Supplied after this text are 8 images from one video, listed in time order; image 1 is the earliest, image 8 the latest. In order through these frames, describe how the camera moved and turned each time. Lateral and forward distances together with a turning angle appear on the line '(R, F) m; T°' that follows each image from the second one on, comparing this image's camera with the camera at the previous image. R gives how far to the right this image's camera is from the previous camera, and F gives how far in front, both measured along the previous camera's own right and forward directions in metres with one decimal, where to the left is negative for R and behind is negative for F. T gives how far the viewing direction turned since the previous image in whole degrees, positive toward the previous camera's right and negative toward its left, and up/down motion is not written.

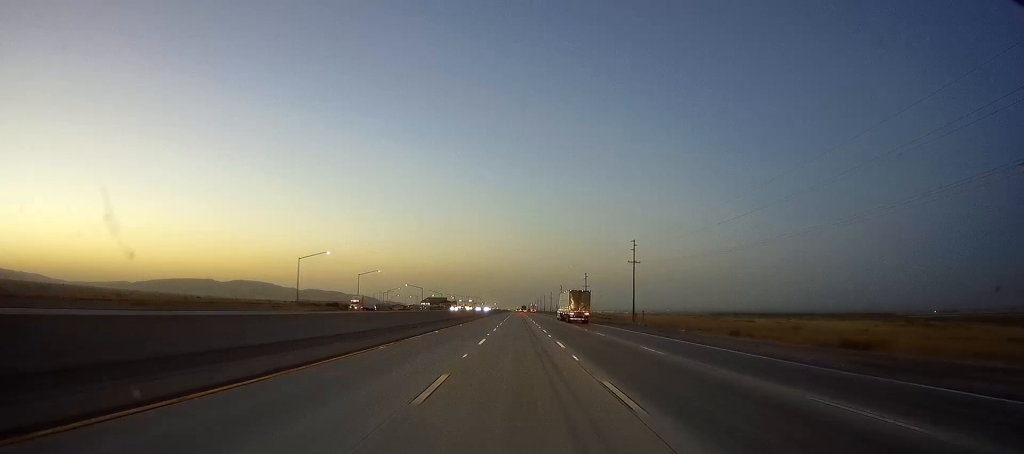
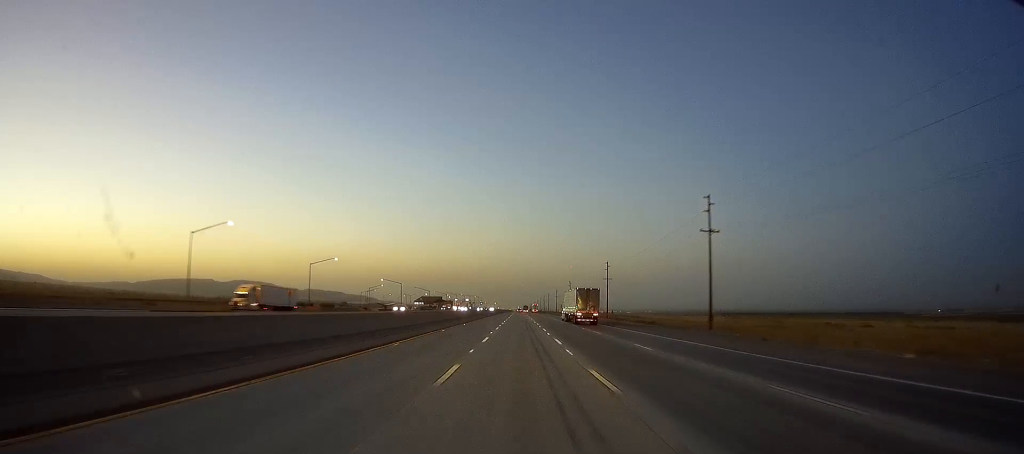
(+0.6, +41.5) m; 0°
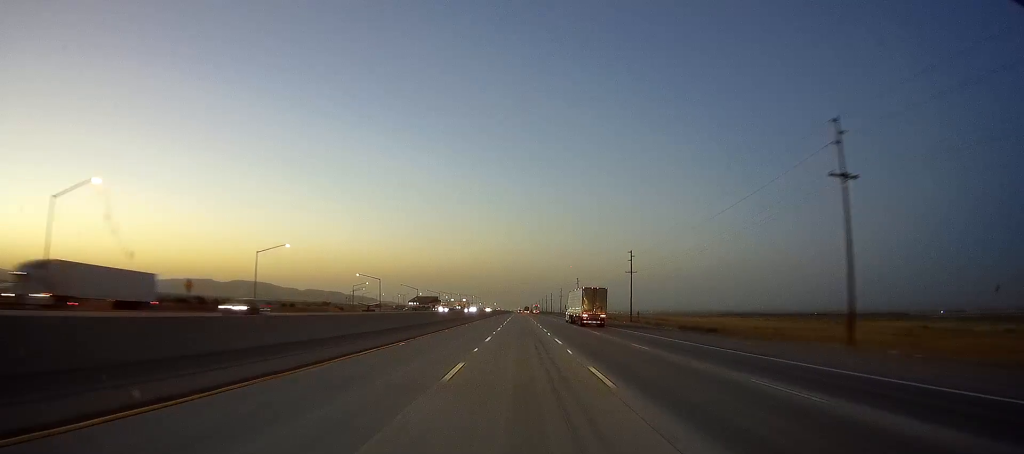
(-0.6, +28.2) m; 0°
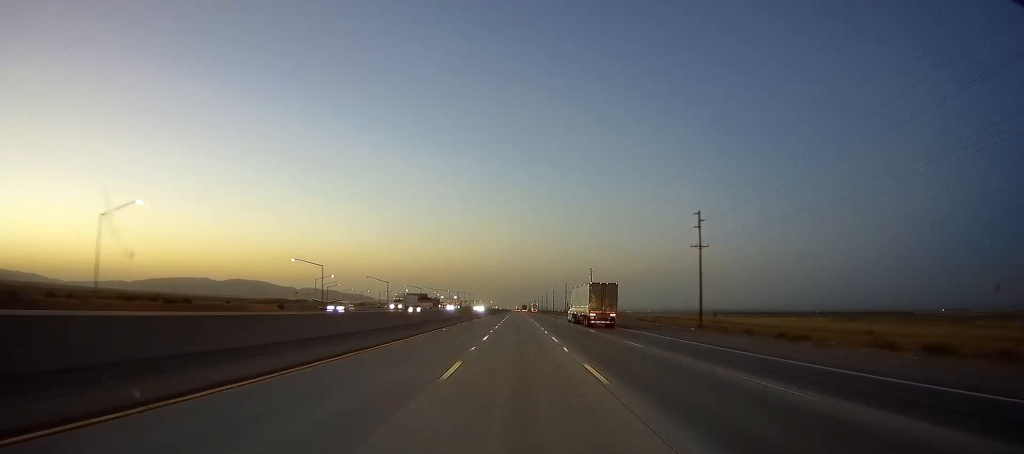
(+0.5, +43.3) m; 0°
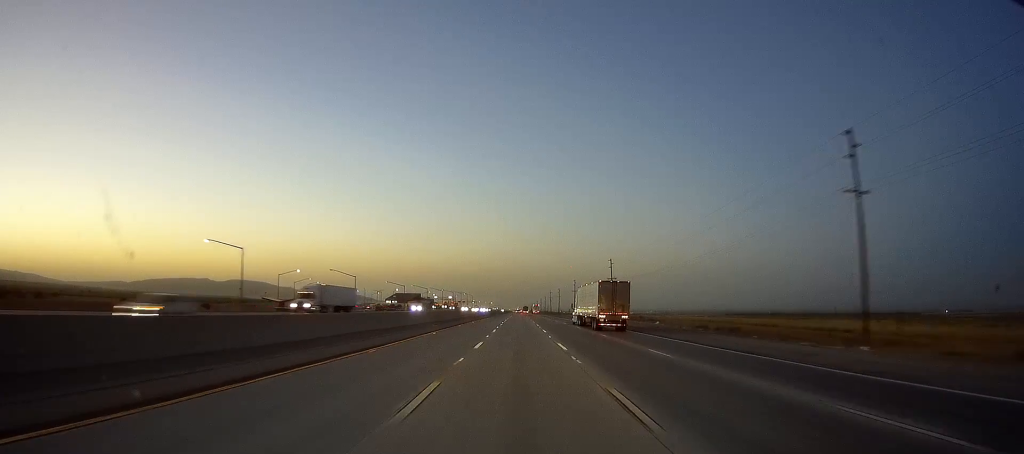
(-0.2, +33.8) m; 0°
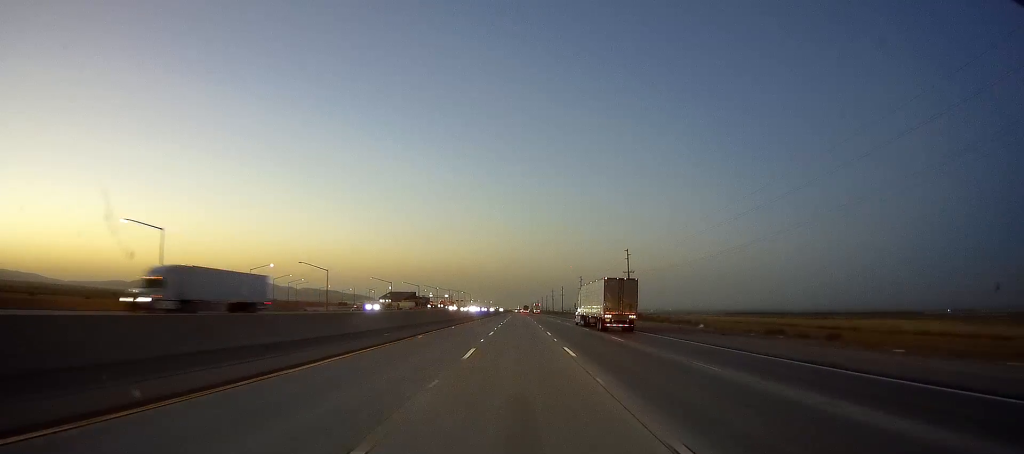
(+0.5, +19.7) m; 0°
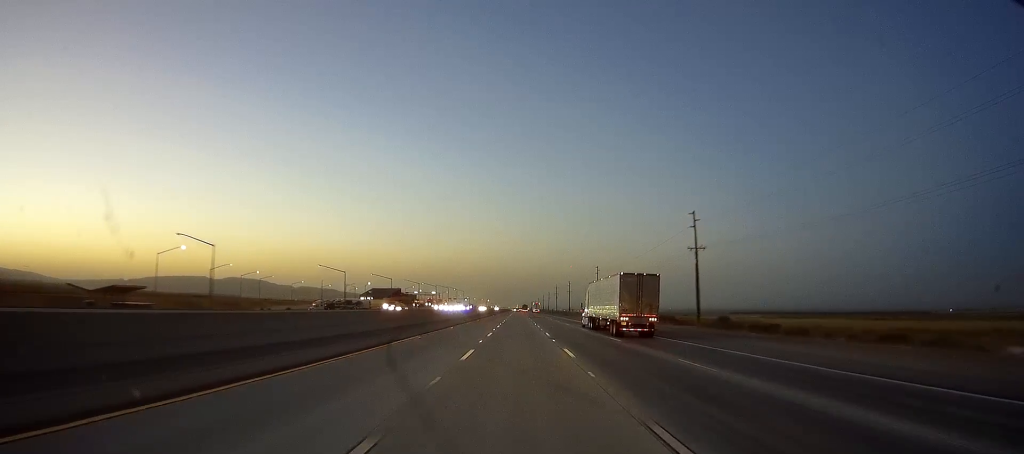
(-0.5, +43.5) m; 0°
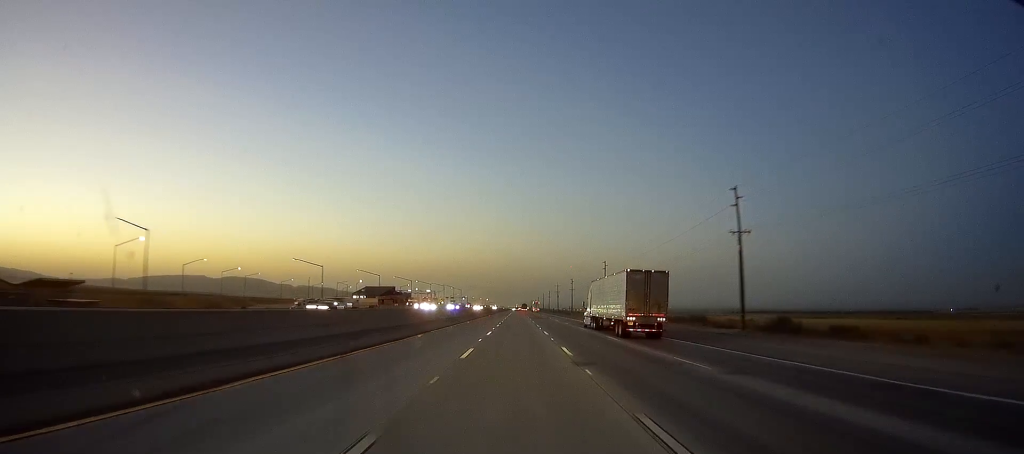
(+0.2, +14.1) m; +1°
